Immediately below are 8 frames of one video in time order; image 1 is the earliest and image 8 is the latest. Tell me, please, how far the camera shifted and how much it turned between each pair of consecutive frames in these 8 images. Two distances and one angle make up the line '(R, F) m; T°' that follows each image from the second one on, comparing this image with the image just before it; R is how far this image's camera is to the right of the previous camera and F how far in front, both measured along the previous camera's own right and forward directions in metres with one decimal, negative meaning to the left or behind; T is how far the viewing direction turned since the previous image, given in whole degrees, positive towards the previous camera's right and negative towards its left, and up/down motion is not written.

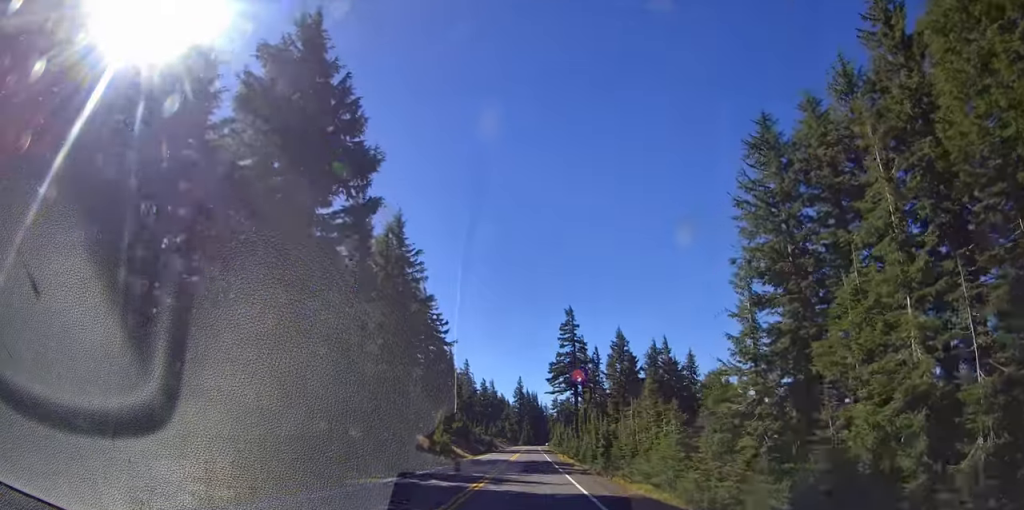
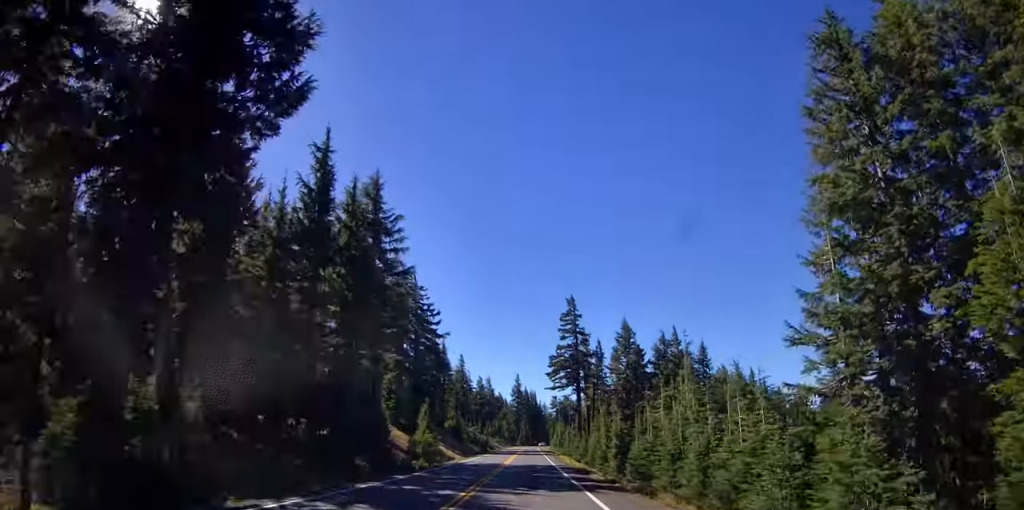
(0.0, +9.7) m; 0°
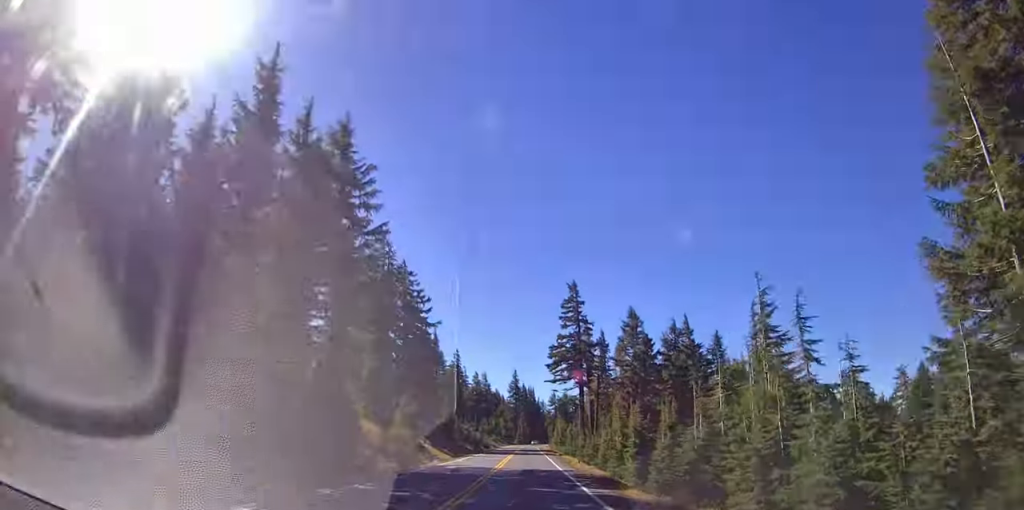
(0.0, +9.7) m; 0°
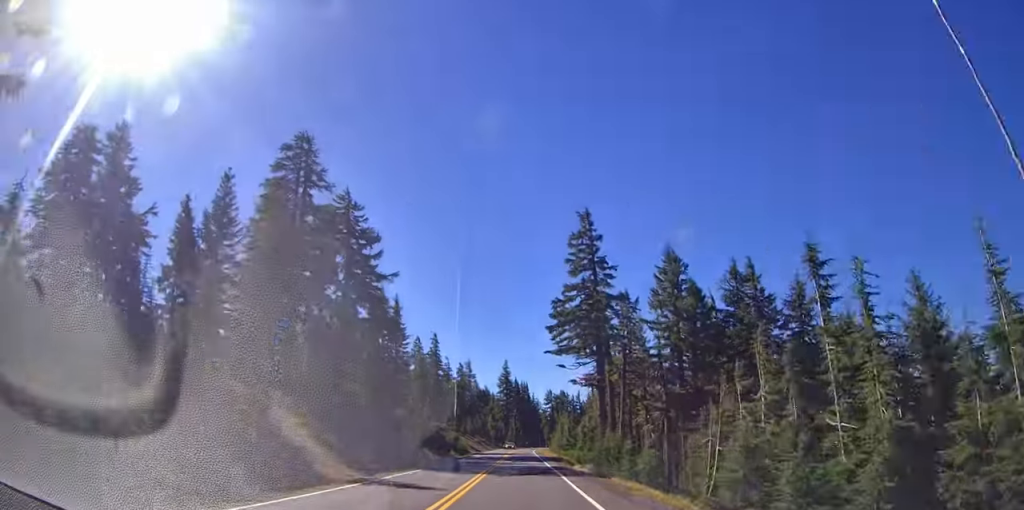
(0.0, +33.8) m; 0°
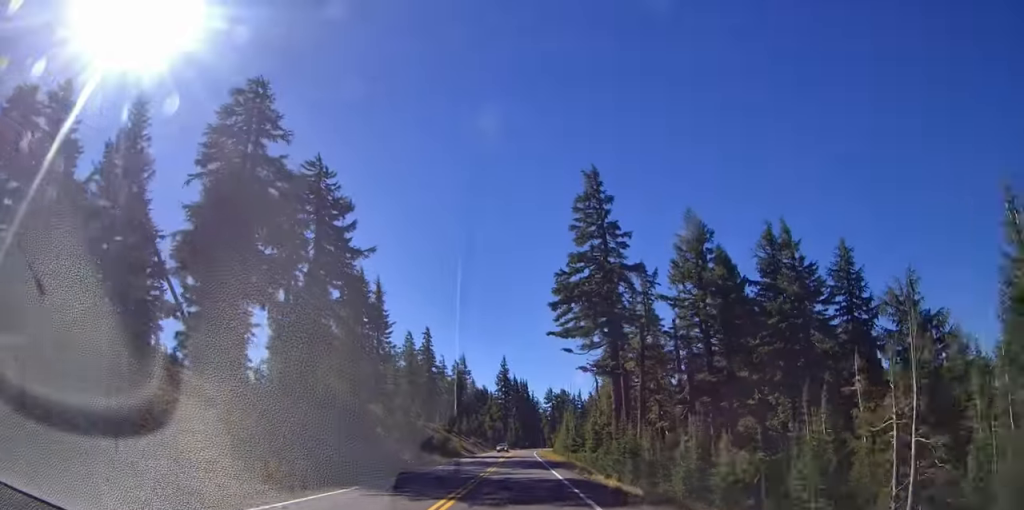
(0.0, +11.3) m; 0°
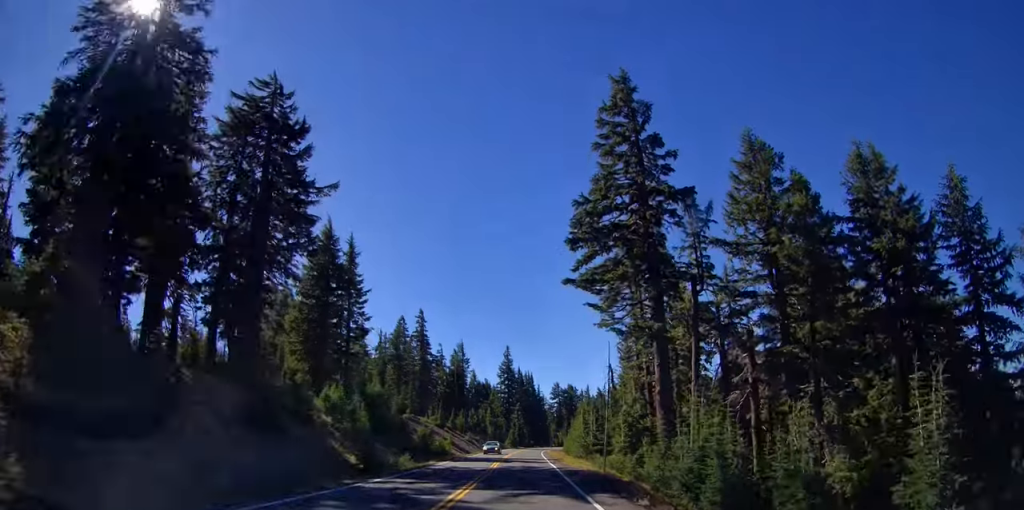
(0.0, +17.0) m; 0°
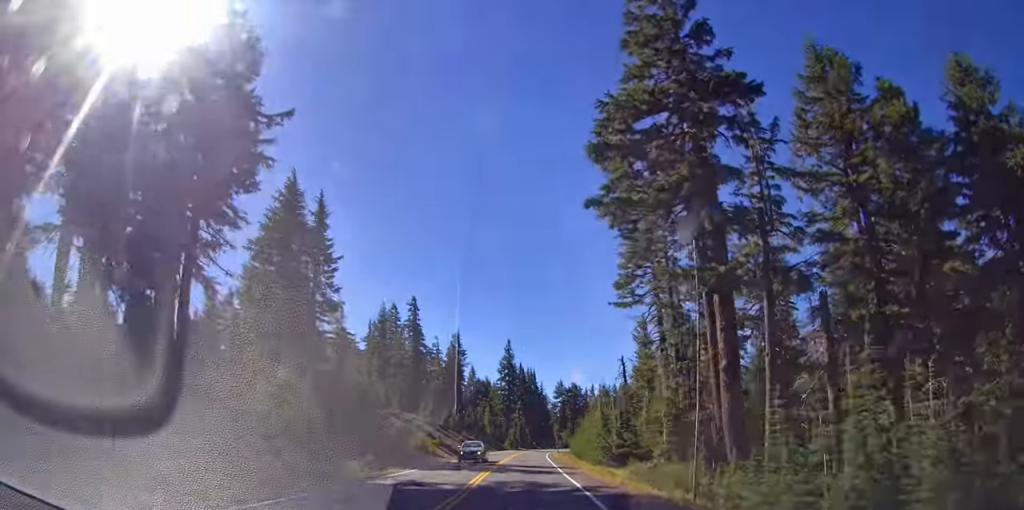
(0.0, +12.6) m; 0°
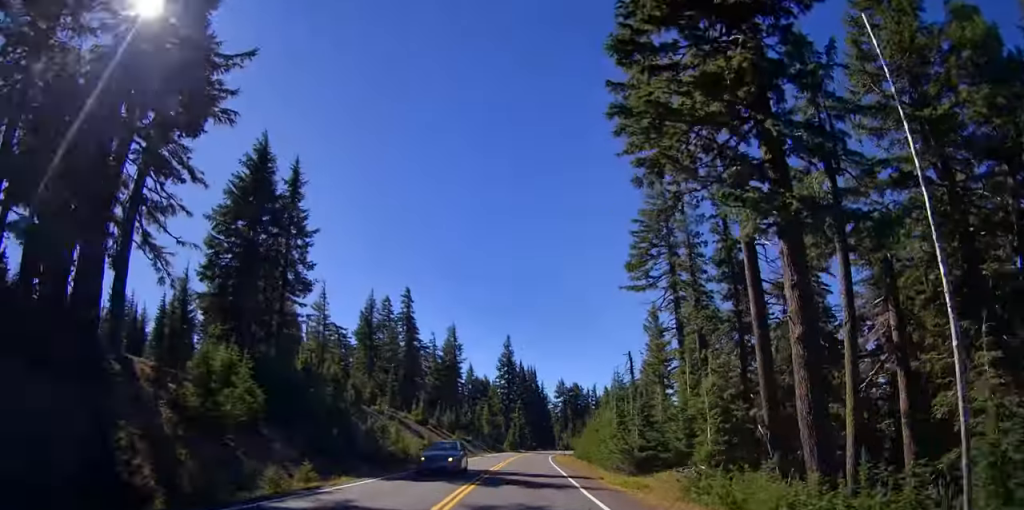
(0.0, +7.5) m; 0°
